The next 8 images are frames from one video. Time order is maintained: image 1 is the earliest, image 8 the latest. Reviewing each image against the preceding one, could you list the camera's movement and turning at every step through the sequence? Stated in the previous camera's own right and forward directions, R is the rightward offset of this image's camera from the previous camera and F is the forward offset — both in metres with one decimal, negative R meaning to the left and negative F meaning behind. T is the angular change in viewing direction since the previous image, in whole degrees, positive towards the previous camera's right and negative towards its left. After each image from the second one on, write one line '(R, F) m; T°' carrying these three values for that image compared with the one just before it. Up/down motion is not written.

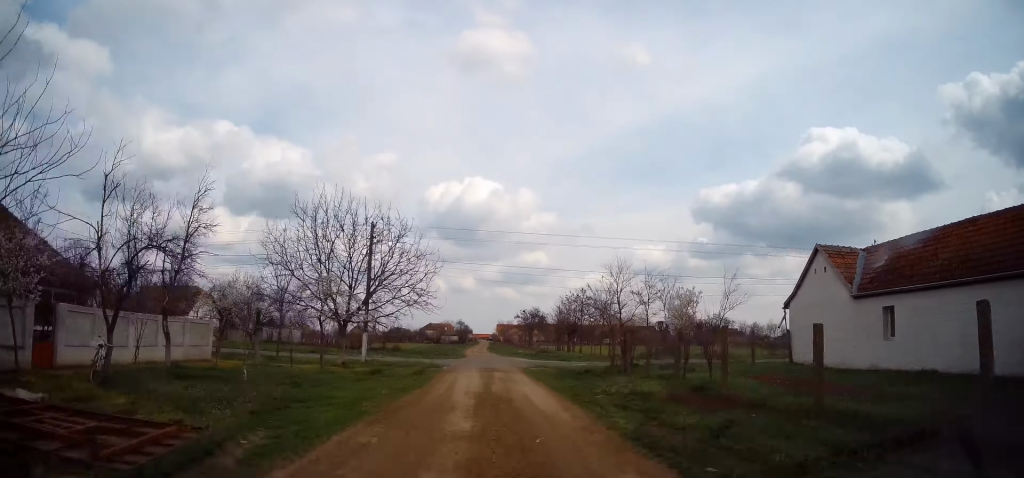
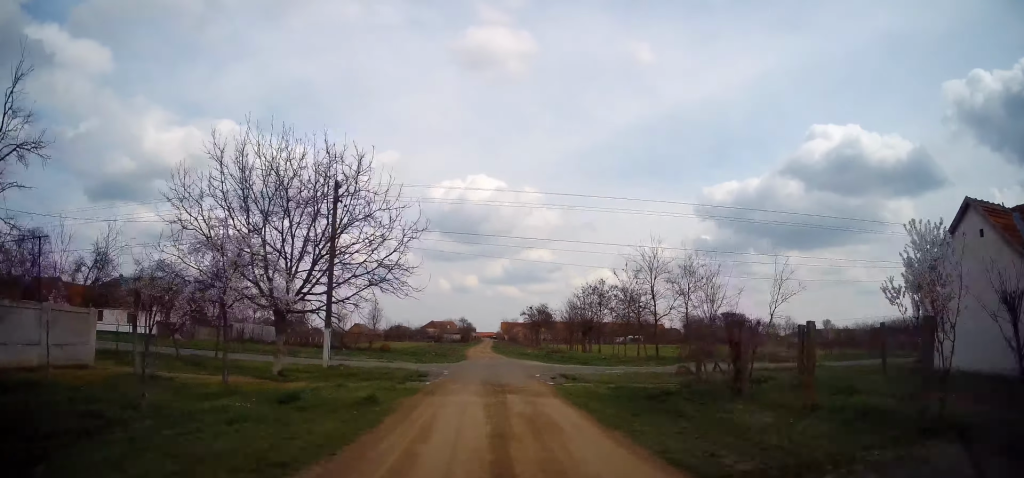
(0.0, +8.5) m; 0°
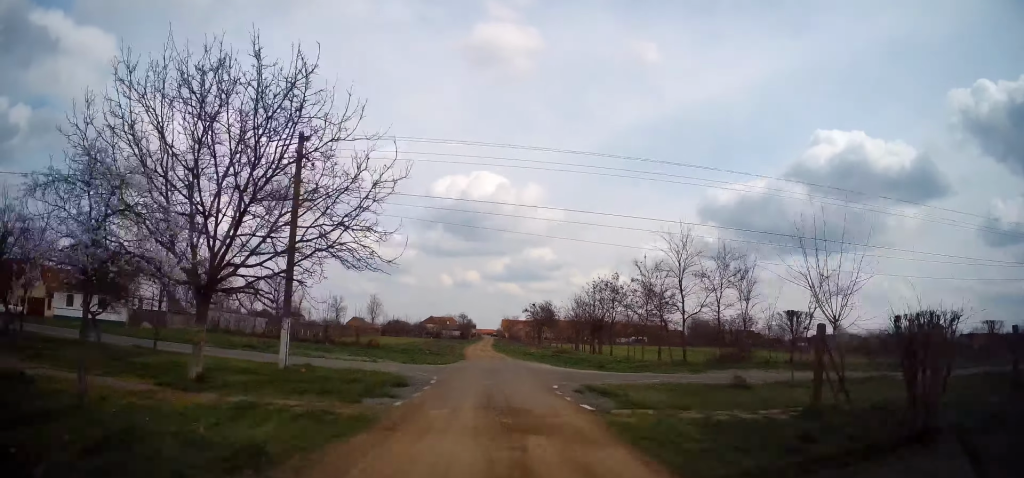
(0.0, +5.2) m; 0°
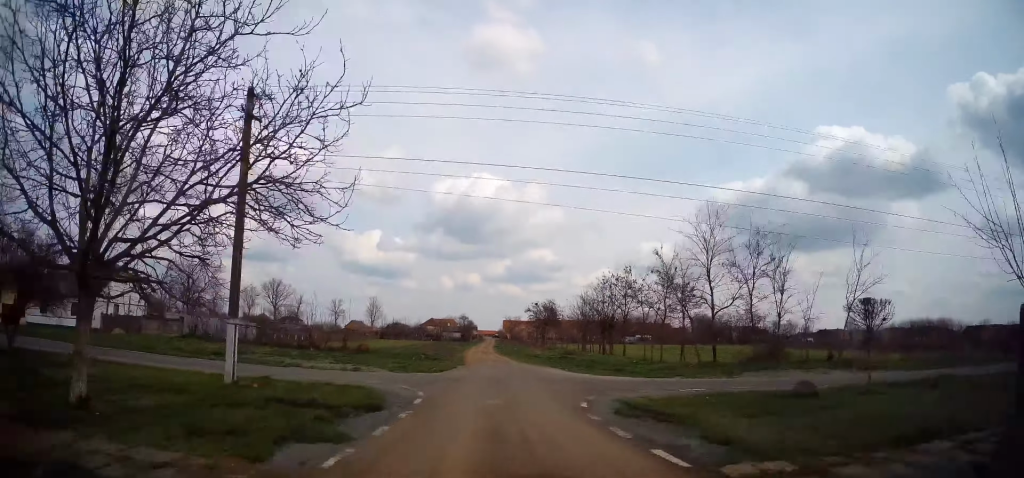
(0.0, +4.7) m; +1°
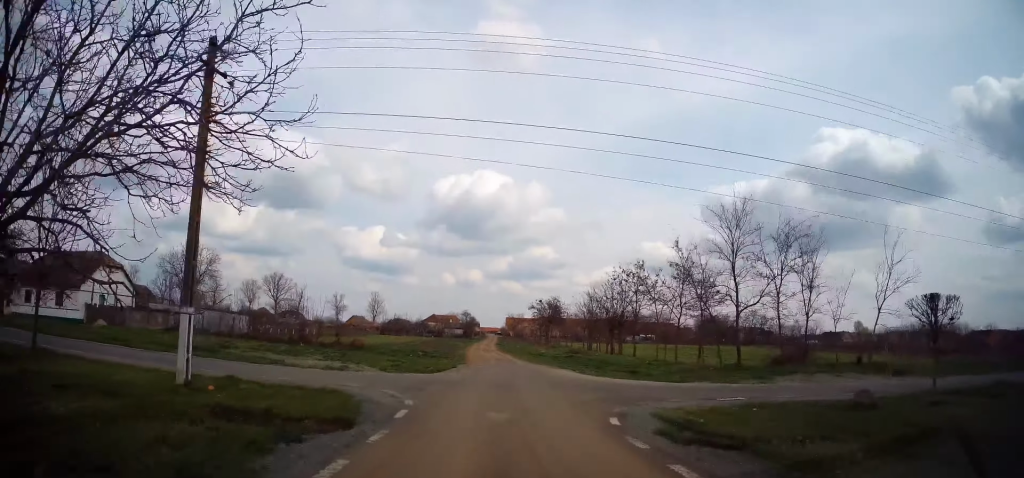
(0.0, +2.9) m; +3°
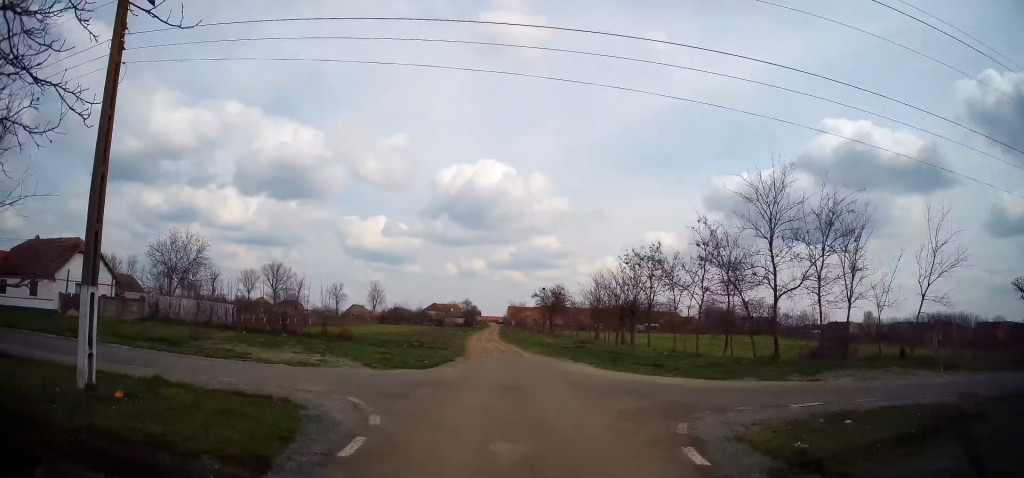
(+0.1, +3.9) m; +3°
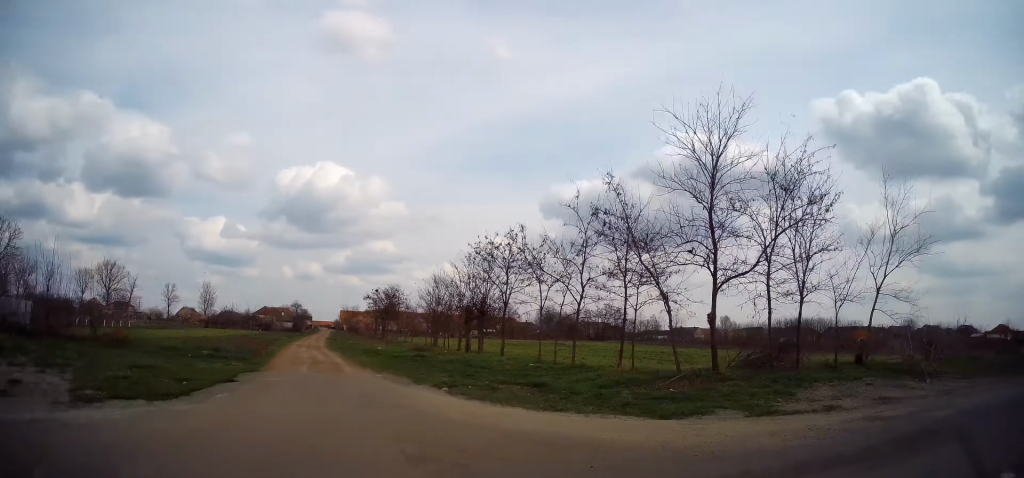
(0.0, +8.5) m; +12°
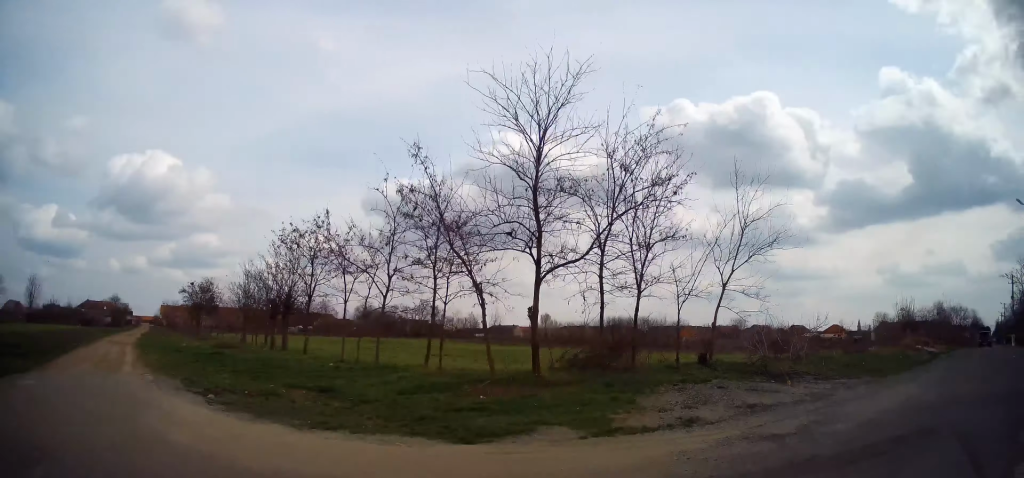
(+0.7, +2.6) m; +21°
